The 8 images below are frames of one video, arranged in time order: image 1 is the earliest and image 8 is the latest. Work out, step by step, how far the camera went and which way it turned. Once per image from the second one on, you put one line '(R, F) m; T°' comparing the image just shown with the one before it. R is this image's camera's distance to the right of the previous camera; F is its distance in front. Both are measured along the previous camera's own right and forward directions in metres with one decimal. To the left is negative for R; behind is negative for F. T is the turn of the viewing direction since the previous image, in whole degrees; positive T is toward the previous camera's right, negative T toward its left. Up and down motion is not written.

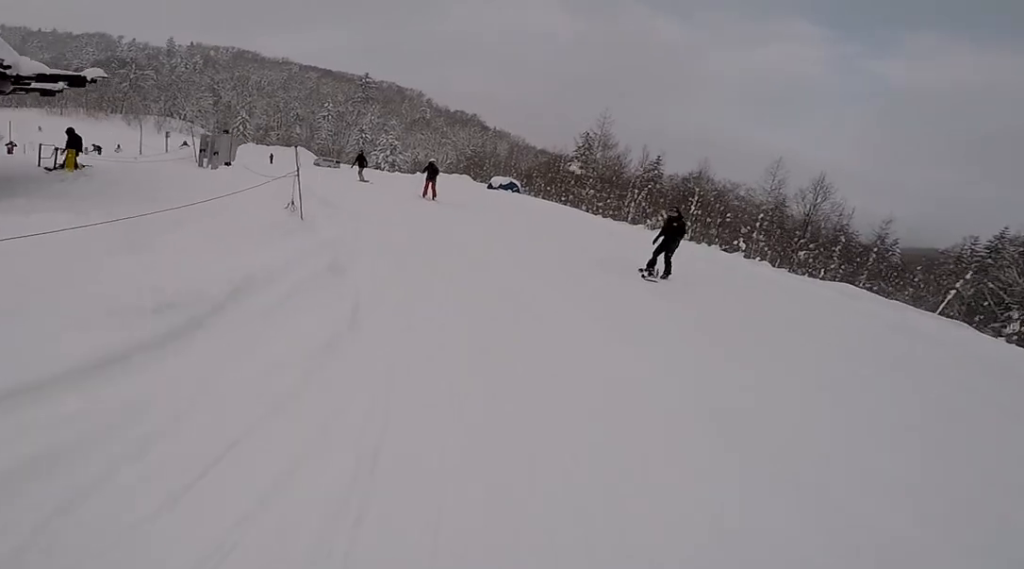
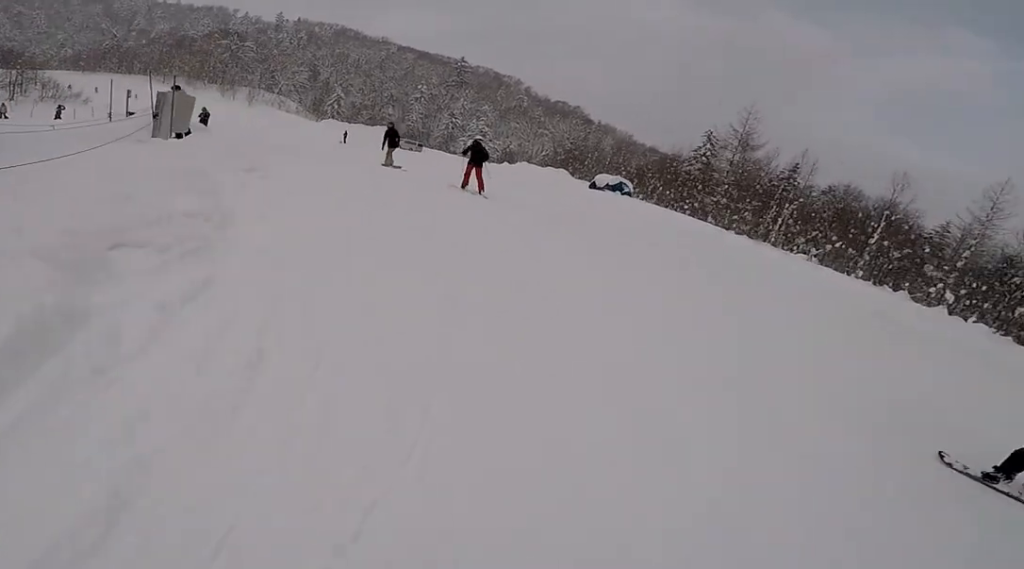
(-0.1, +6.8) m; -7°
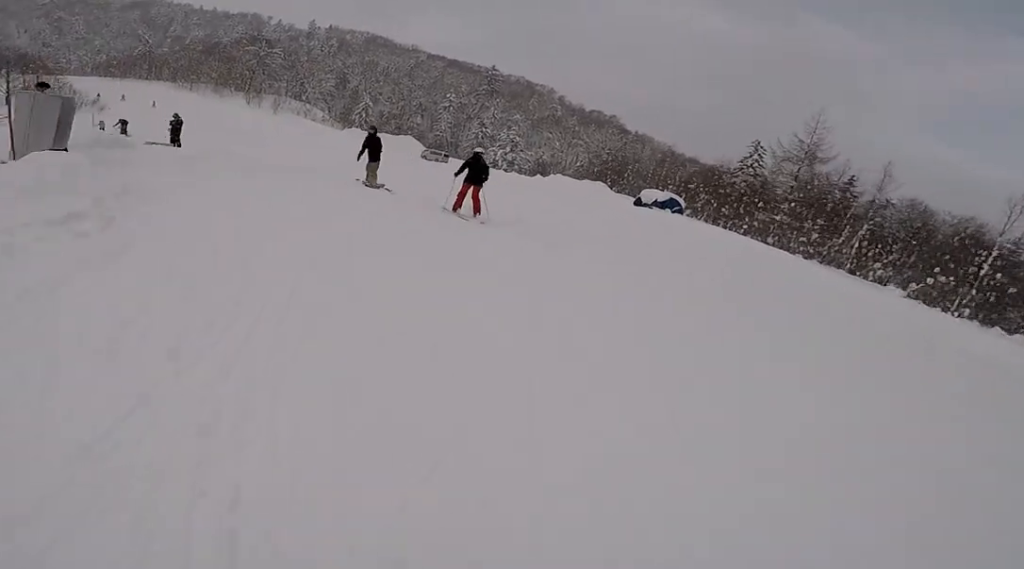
(-0.1, +3.9) m; -7°
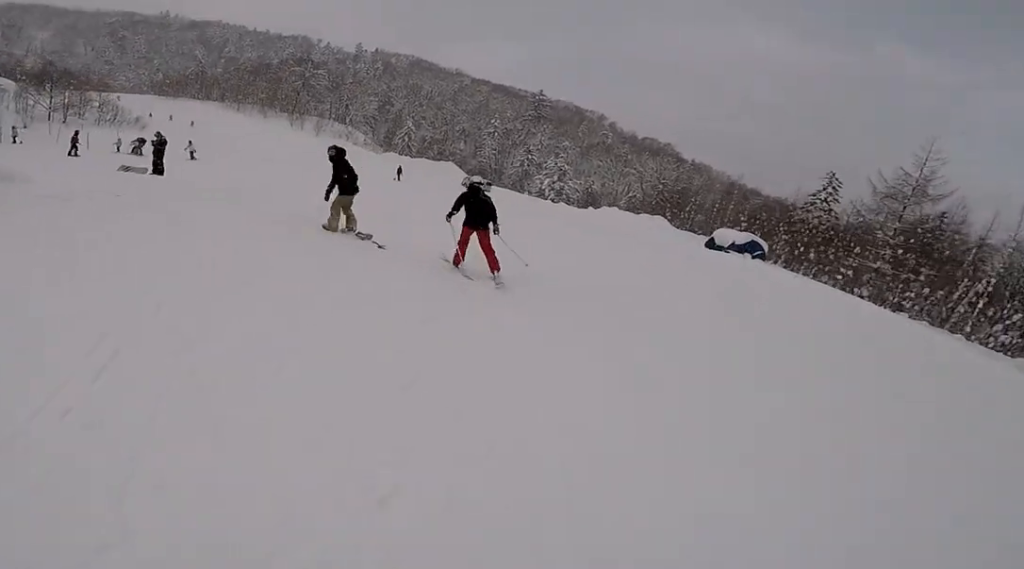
(-0.3, +3.7) m; -10°
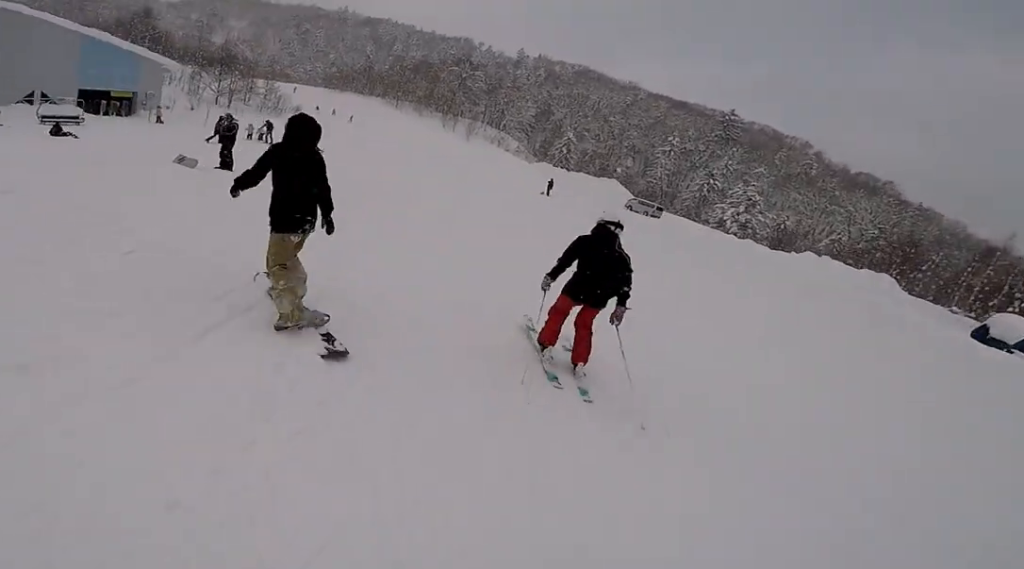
(-0.7, +4.7) m; -16°
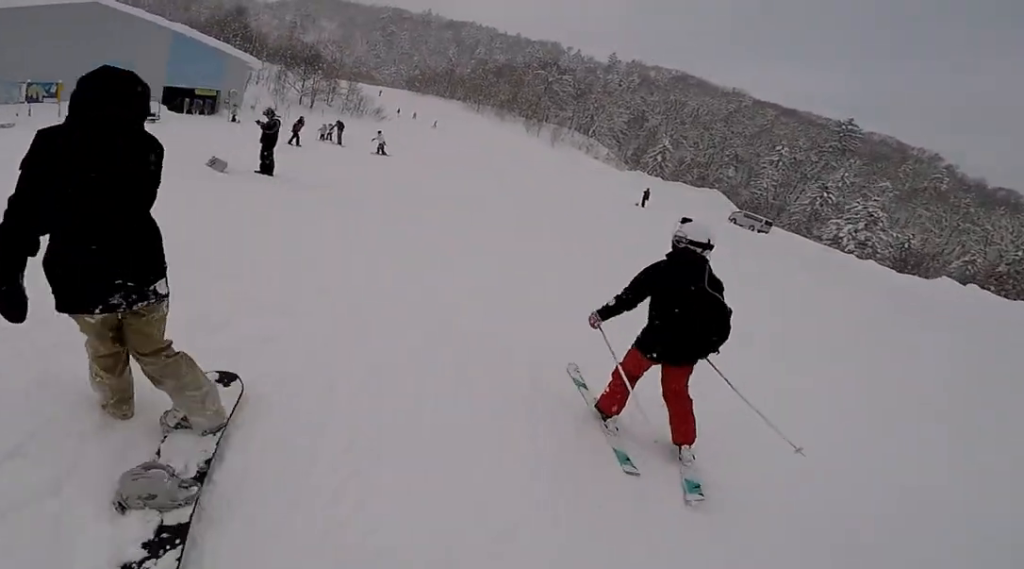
(+0.1, +2.3) m; -8°
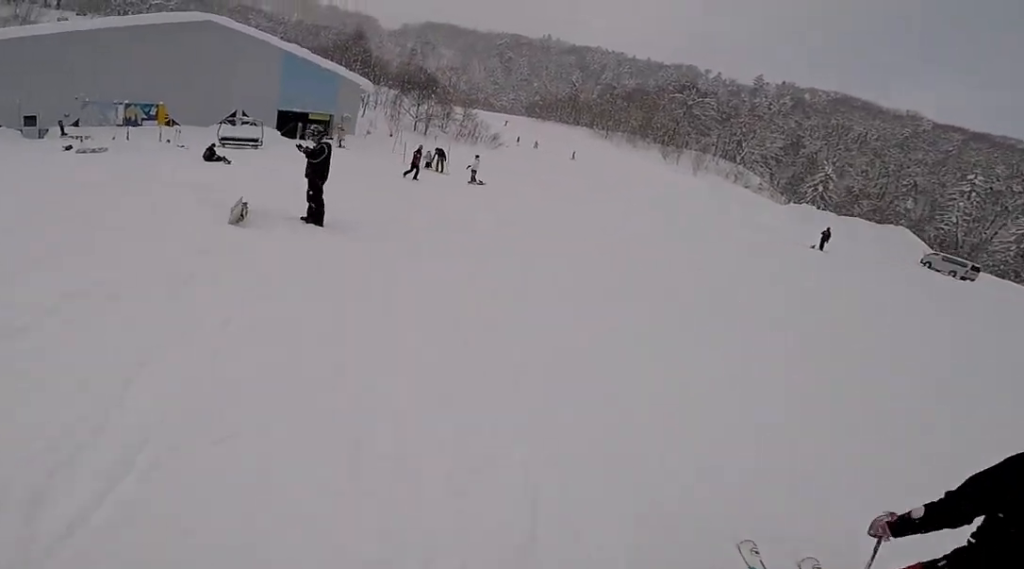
(-0.7, +3.8) m; -8°
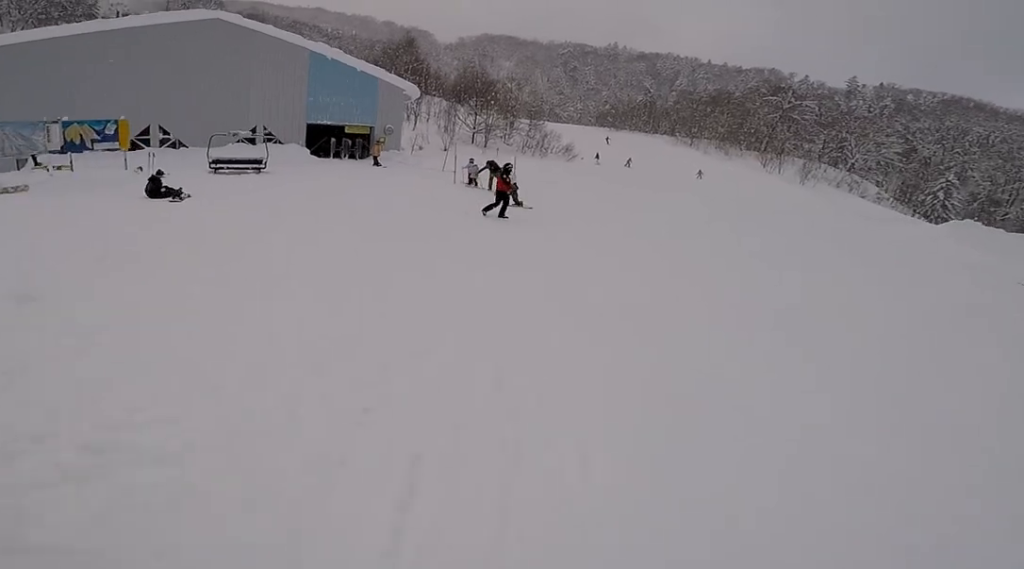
(-0.9, +7.0) m; -17°
